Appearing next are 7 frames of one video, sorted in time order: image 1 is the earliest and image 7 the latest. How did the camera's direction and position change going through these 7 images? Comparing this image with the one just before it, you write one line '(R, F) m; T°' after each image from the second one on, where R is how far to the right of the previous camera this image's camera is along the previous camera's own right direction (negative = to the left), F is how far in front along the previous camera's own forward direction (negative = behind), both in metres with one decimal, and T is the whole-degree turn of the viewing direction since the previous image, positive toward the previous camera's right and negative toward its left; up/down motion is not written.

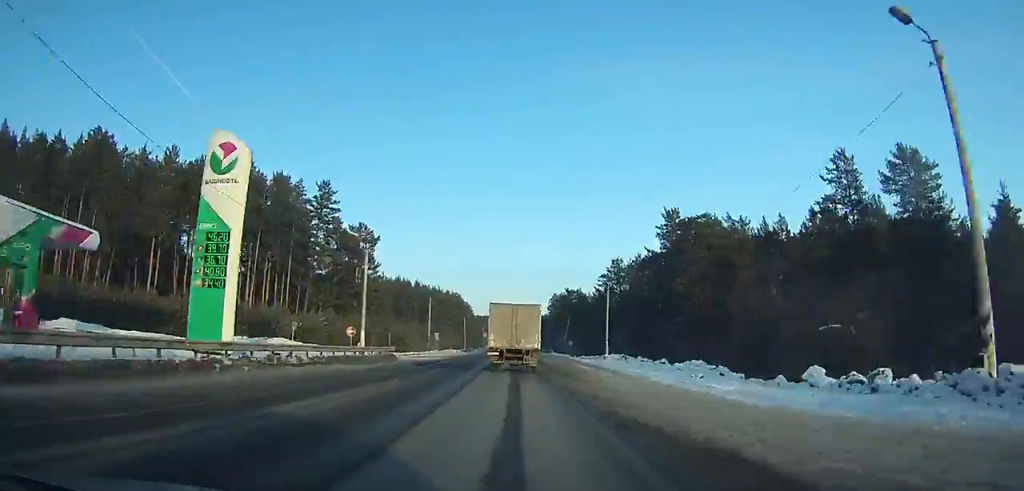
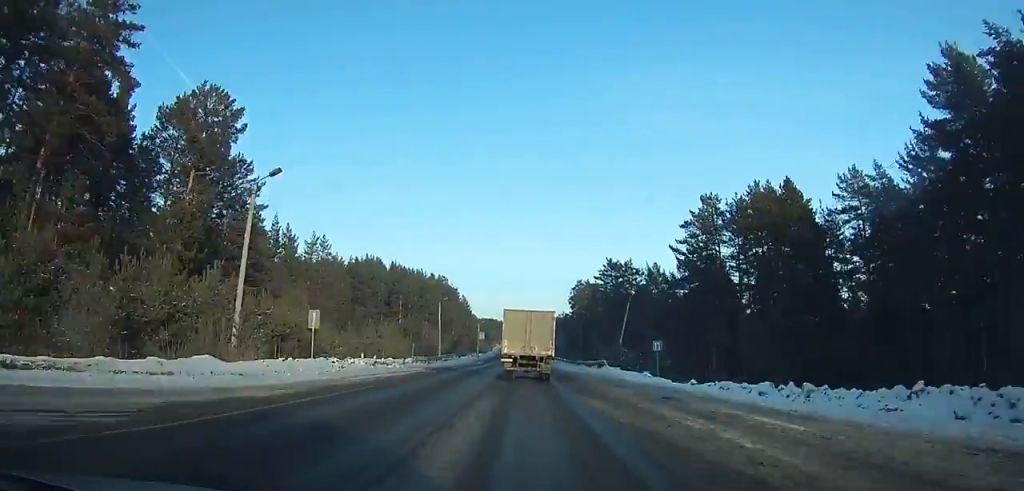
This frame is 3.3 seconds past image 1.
(-0.4, +59.6) m; 0°
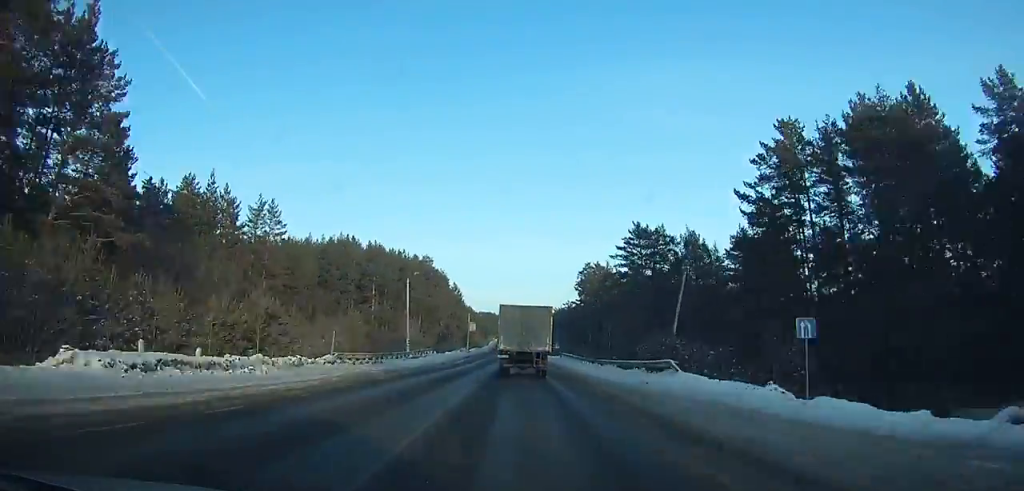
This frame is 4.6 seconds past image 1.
(+0.1, +23.8) m; 0°
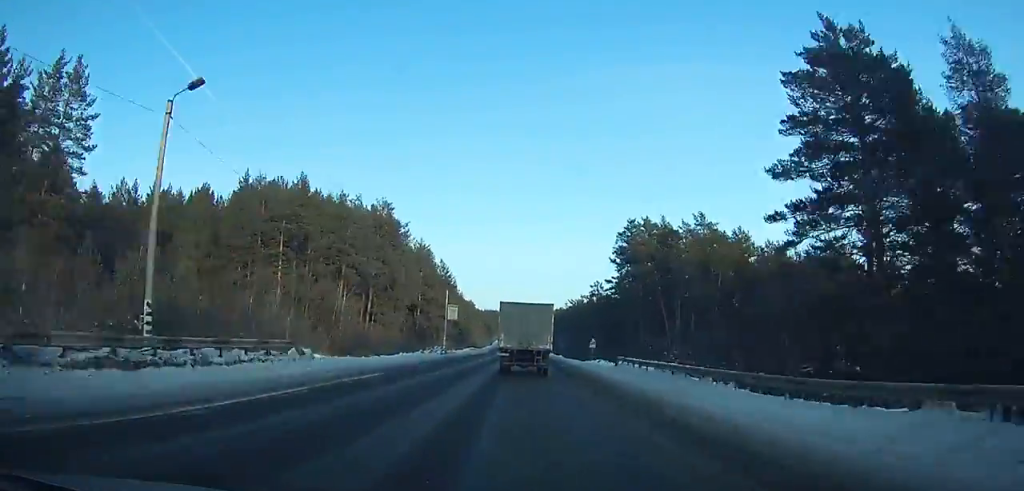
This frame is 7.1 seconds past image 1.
(-0.2, +46.4) m; 0°
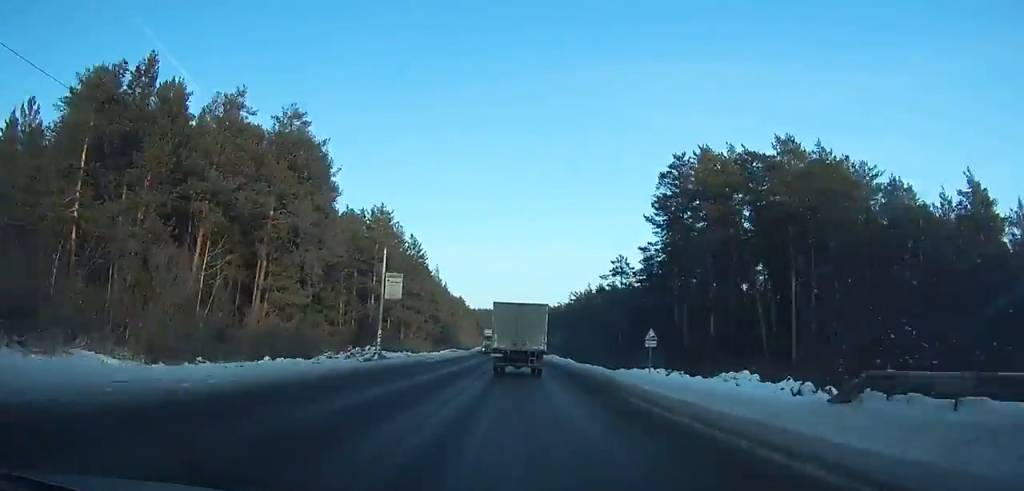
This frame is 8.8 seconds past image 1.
(0.0, +31.8) m; 0°
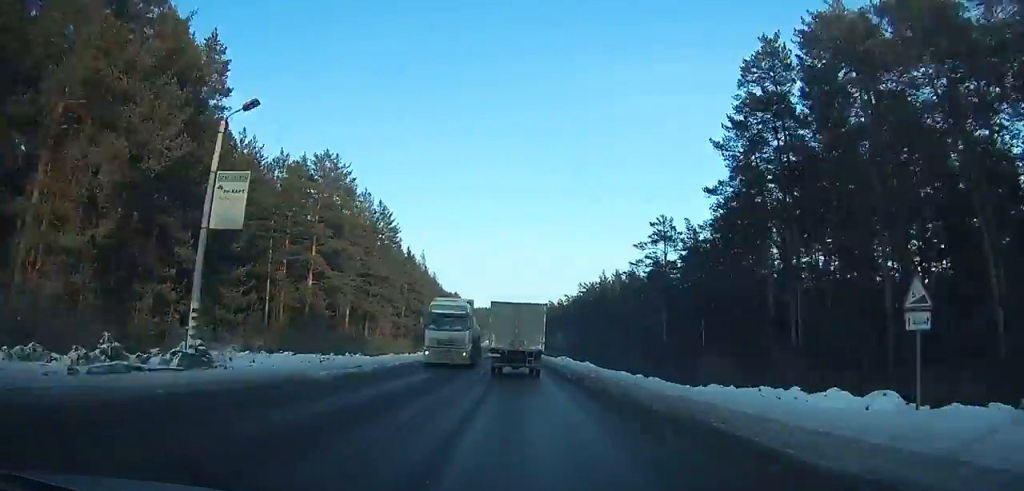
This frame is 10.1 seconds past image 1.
(+0.1, +24.5) m; 0°
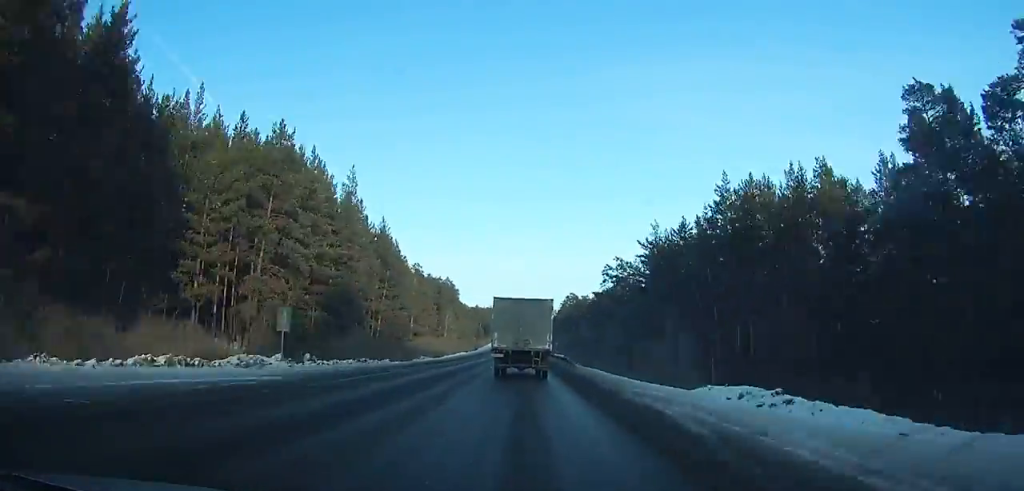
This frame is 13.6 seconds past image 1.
(-0.6, +66.1) m; 0°
